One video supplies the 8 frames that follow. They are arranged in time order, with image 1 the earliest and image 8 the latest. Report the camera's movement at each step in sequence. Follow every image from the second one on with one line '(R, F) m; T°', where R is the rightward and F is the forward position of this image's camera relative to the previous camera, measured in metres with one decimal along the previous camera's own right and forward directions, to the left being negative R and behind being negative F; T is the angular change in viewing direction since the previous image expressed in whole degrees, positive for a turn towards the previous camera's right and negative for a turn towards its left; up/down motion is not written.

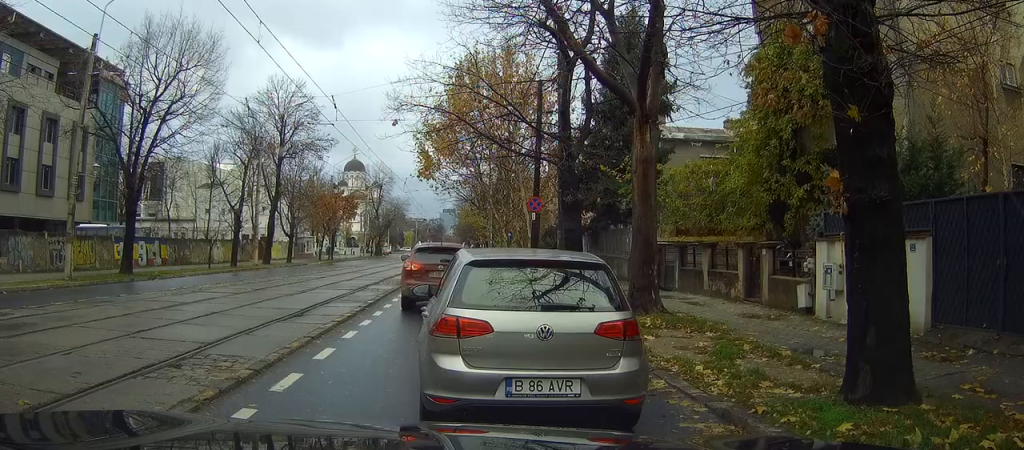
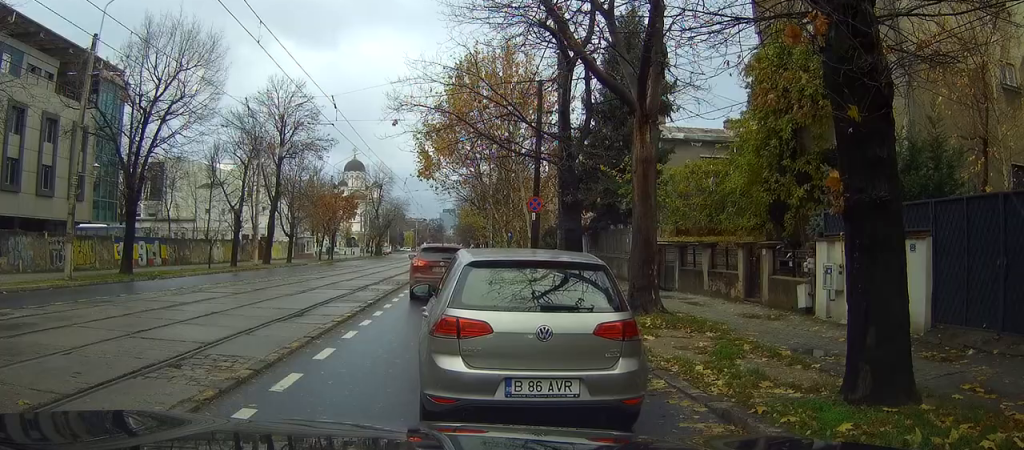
(0.0, 0.0) m; 0°
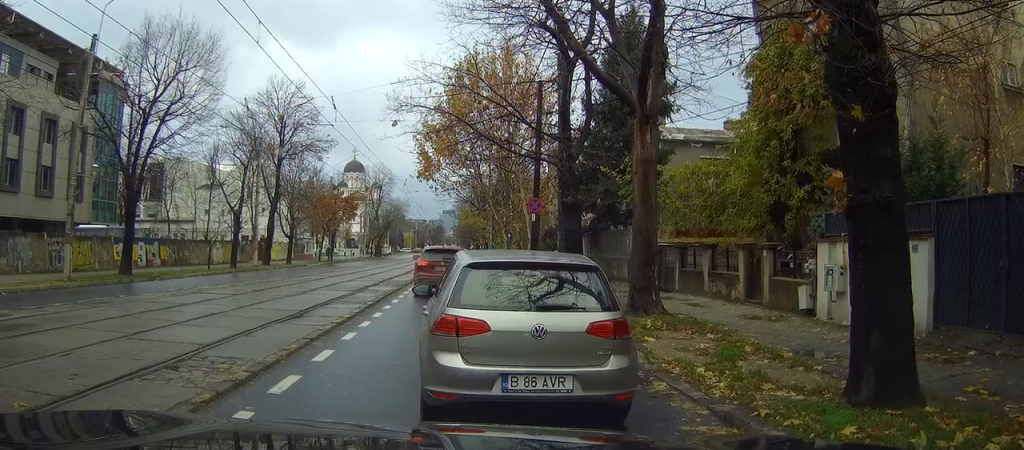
(0.0, 0.0) m; 0°
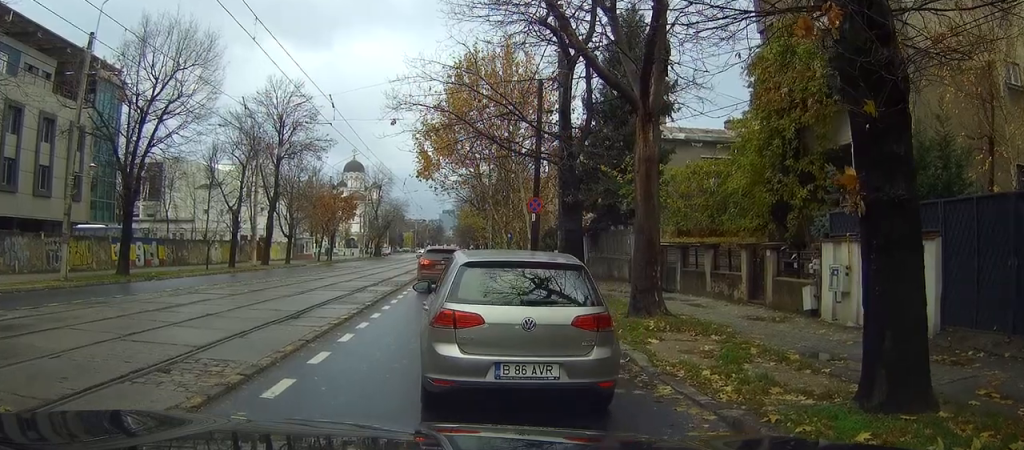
(0.0, 0.0) m; 0°
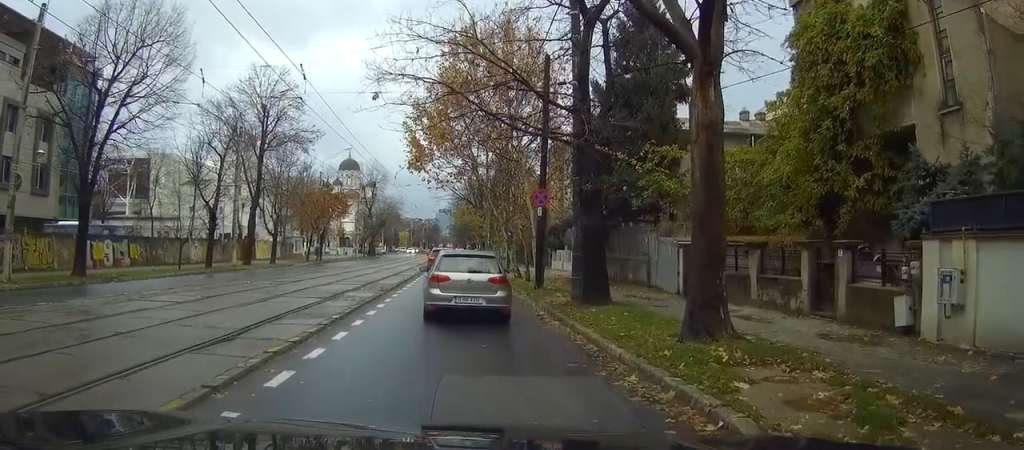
(+0.1, +0.9) m; 0°
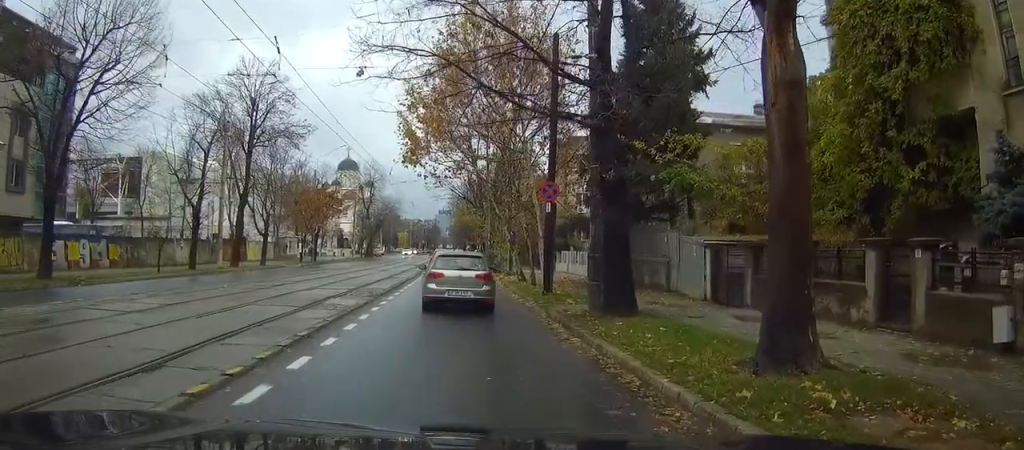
(+0.2, +1.3) m; +3°
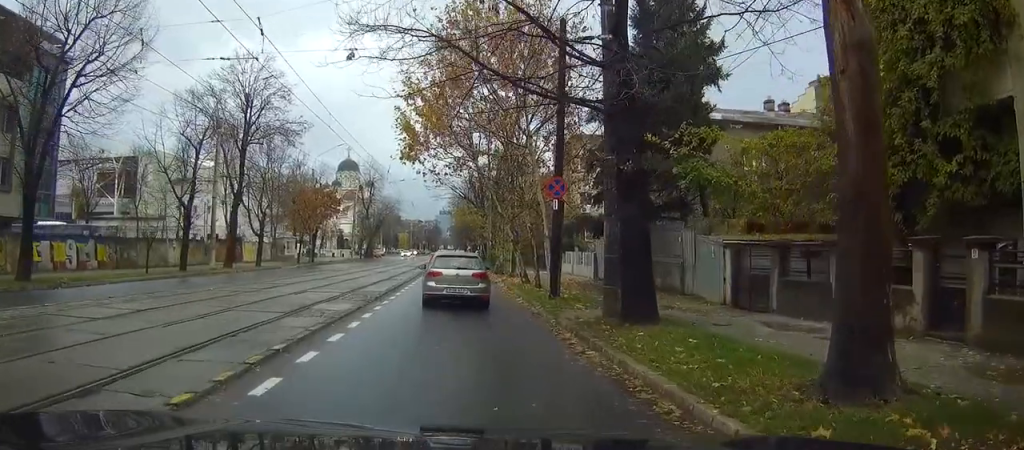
(+0.1, +1.0) m; +5°
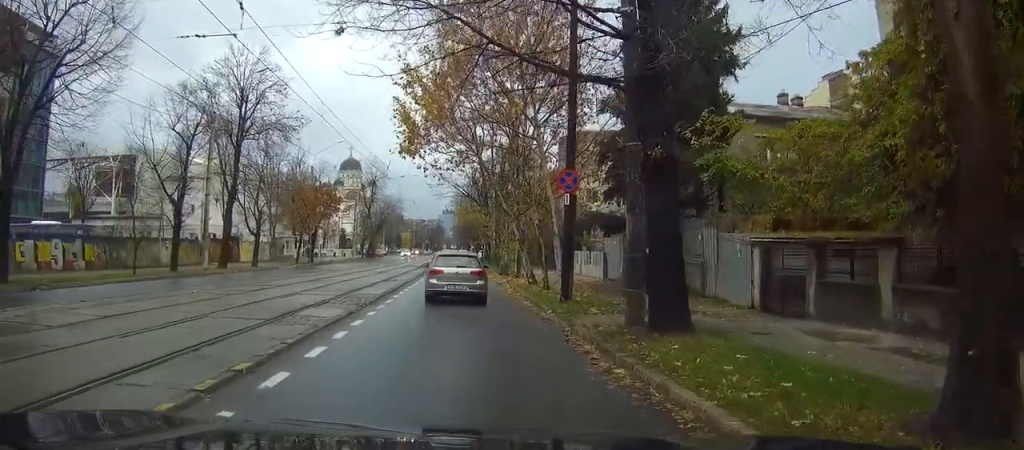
(0.0, +1.4) m; +1°
